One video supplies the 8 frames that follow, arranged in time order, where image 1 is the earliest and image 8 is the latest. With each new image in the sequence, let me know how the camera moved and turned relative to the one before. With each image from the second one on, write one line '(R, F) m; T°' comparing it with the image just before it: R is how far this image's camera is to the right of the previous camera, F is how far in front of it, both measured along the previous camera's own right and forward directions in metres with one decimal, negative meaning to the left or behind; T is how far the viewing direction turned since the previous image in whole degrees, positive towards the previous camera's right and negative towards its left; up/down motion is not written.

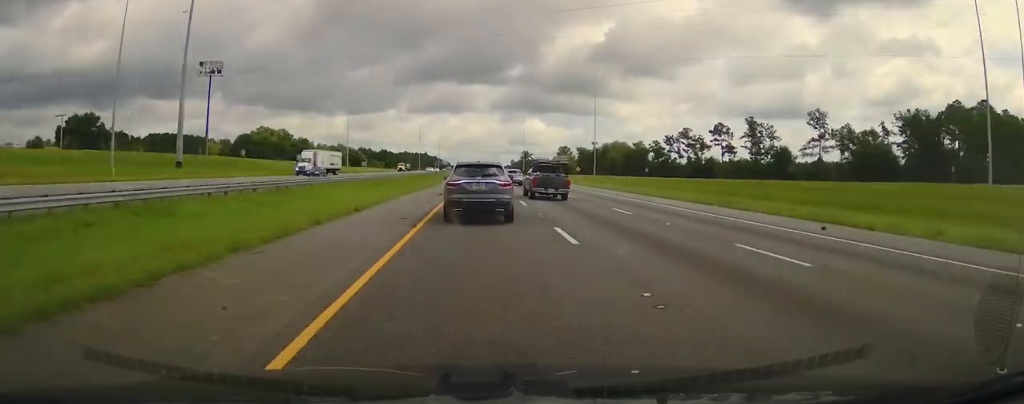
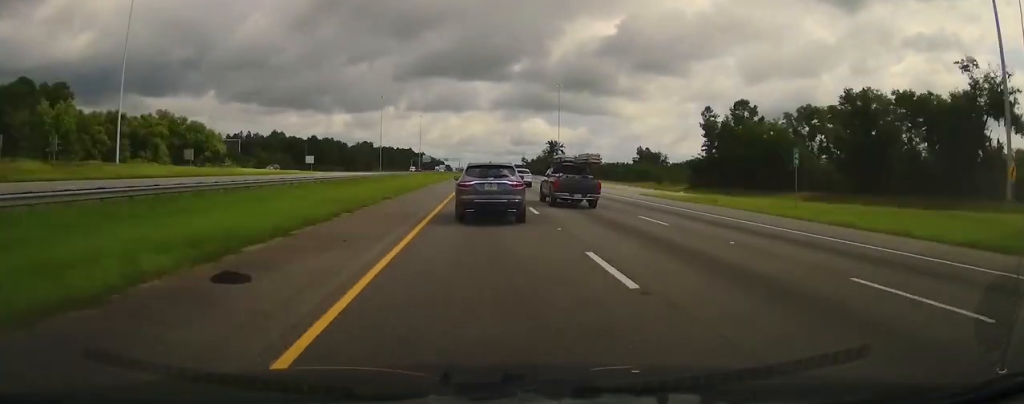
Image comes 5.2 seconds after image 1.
(+0.4, +231.9) m; 0°
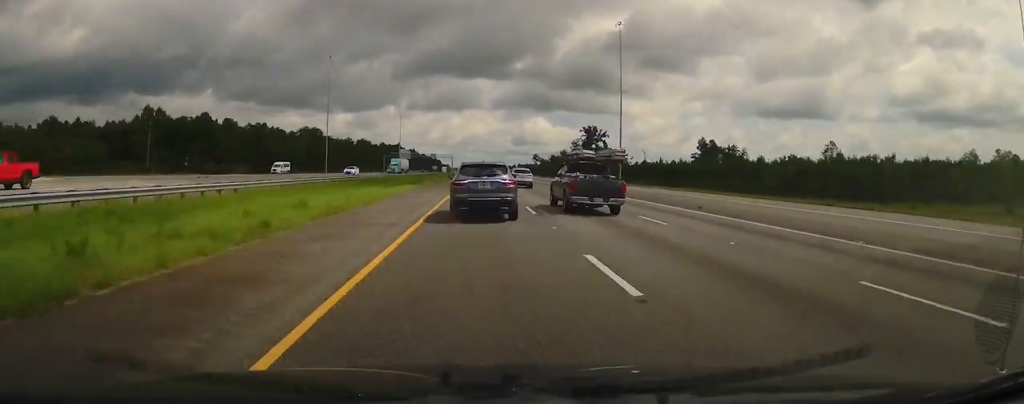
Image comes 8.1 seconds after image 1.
(+0.2, +110.9) m; 0°
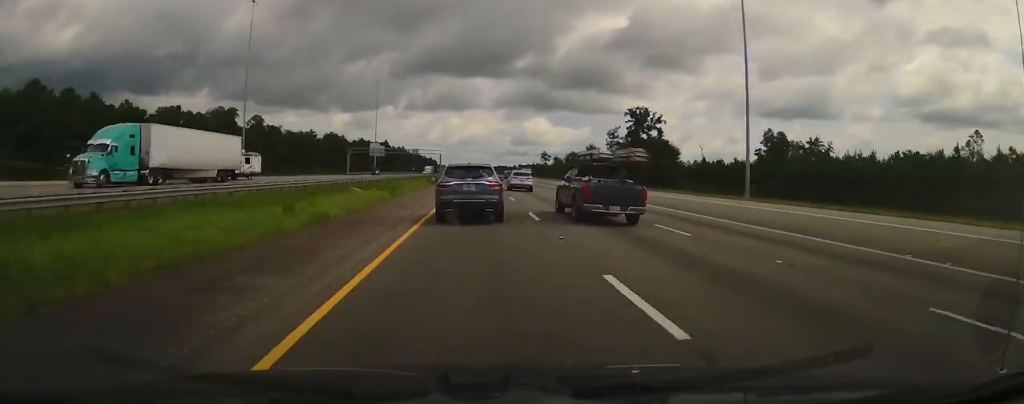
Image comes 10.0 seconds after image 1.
(+0.1, +67.0) m; 0°
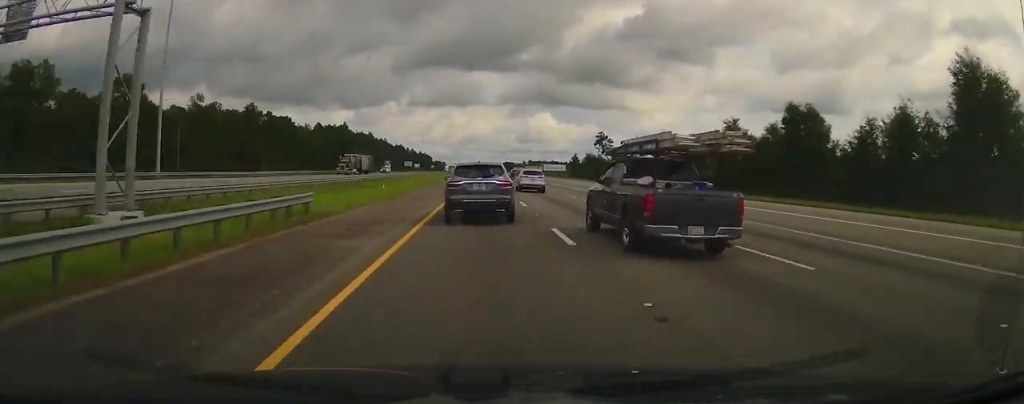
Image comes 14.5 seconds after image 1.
(-0.1, +155.3) m; 0°
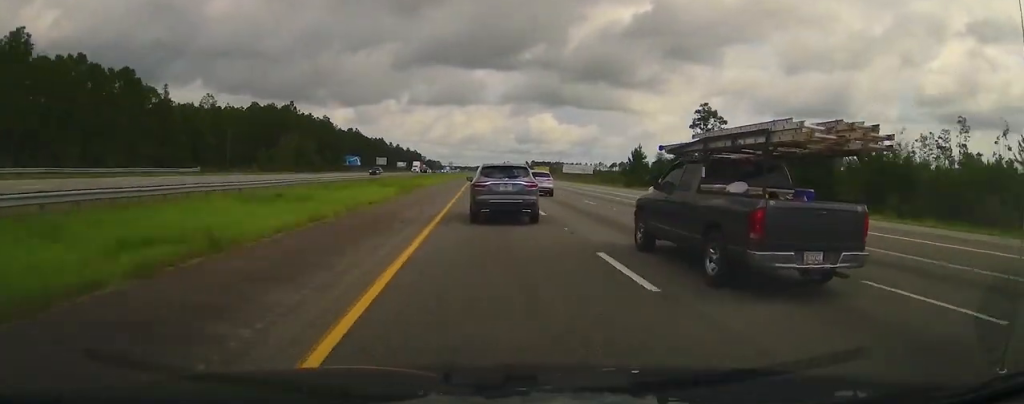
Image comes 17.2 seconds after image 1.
(-0.4, +85.8) m; 0°
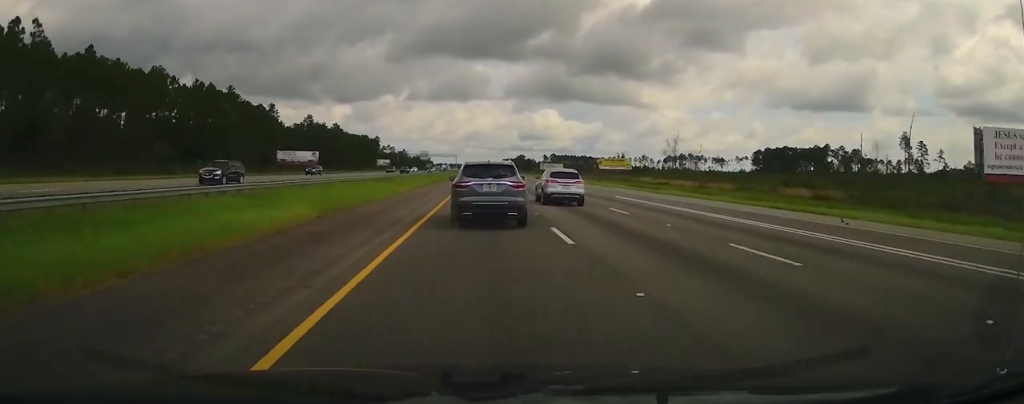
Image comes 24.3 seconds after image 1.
(+0.2, +225.7) m; 0°
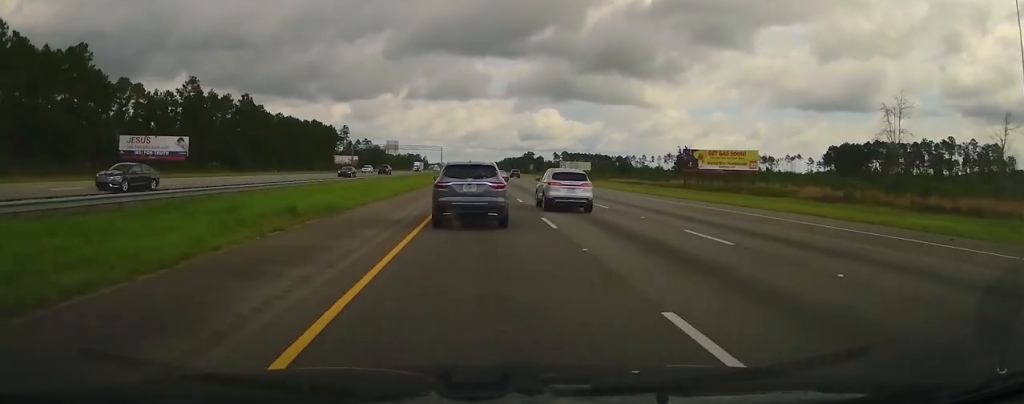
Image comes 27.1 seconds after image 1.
(+0.2, +118.2) m; 0°
